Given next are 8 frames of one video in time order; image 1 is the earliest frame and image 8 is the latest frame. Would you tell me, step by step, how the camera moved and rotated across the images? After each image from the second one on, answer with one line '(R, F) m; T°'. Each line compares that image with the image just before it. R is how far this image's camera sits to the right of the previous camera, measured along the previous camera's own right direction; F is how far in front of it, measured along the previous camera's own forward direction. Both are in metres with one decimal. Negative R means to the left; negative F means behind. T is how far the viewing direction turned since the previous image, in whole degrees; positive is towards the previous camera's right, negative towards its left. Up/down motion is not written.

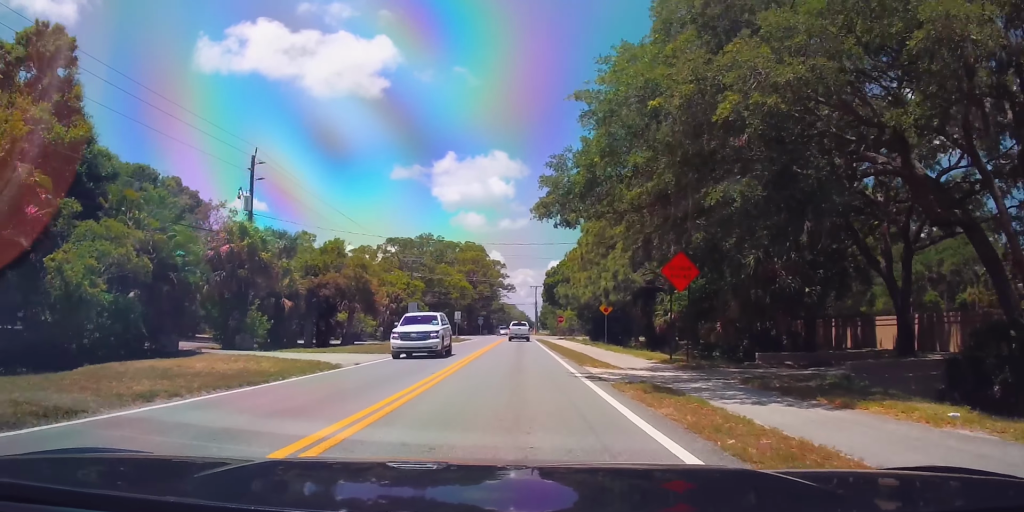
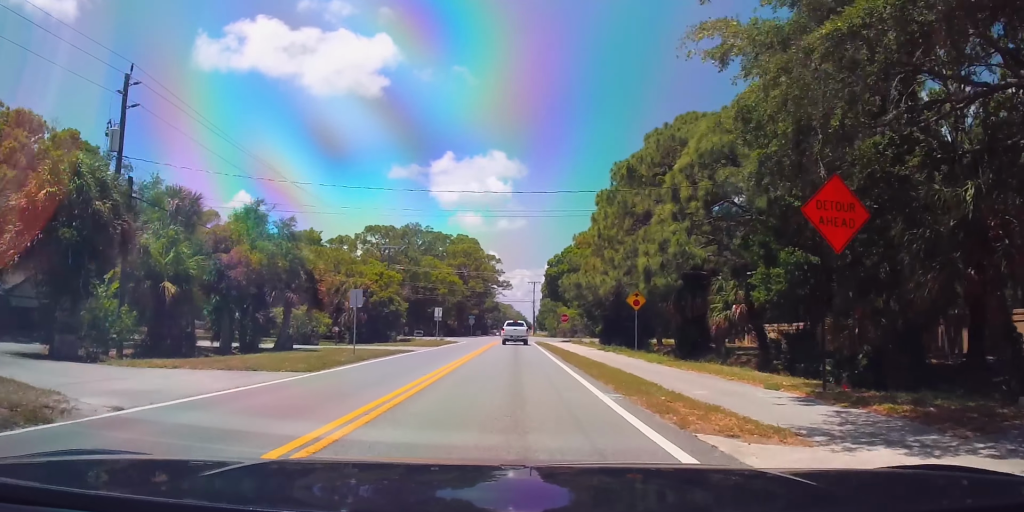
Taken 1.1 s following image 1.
(-0.4, +14.1) m; -1°
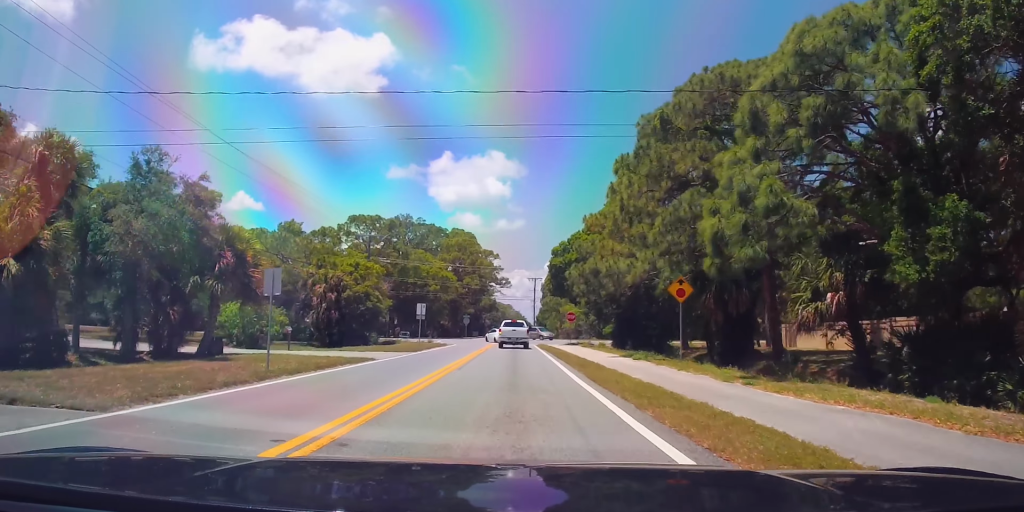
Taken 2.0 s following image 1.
(+0.2, +10.0) m; 0°
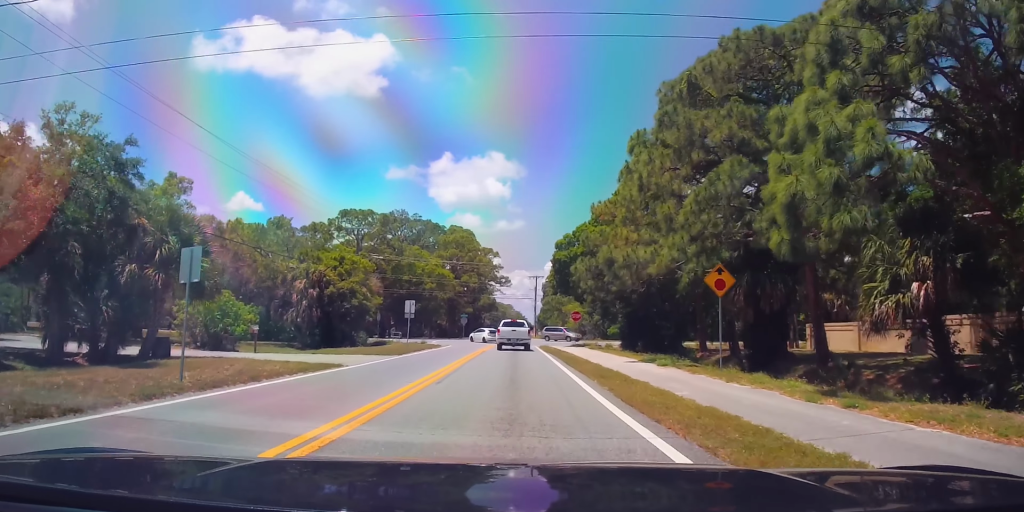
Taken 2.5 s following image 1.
(+0.2, +5.1) m; 0°
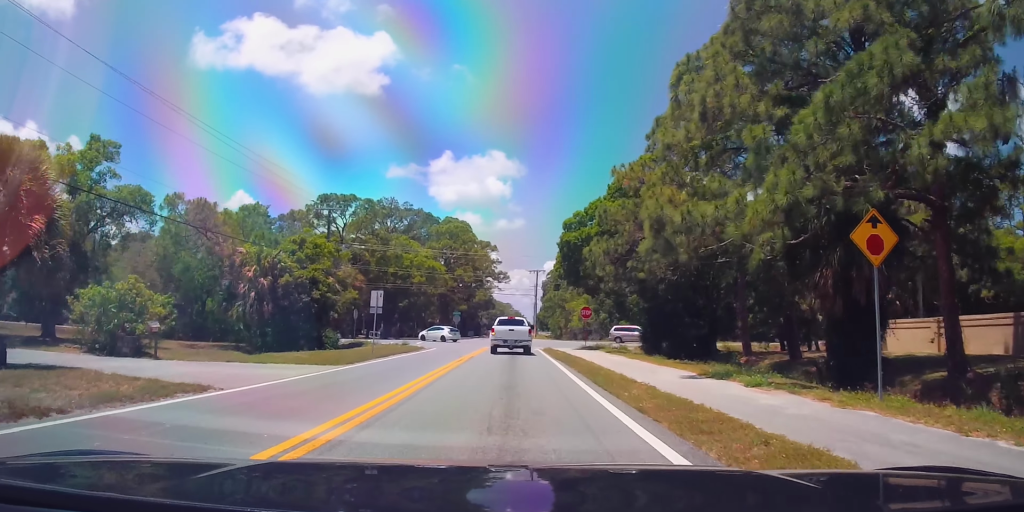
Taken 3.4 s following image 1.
(-0.5, +9.6) m; 0°
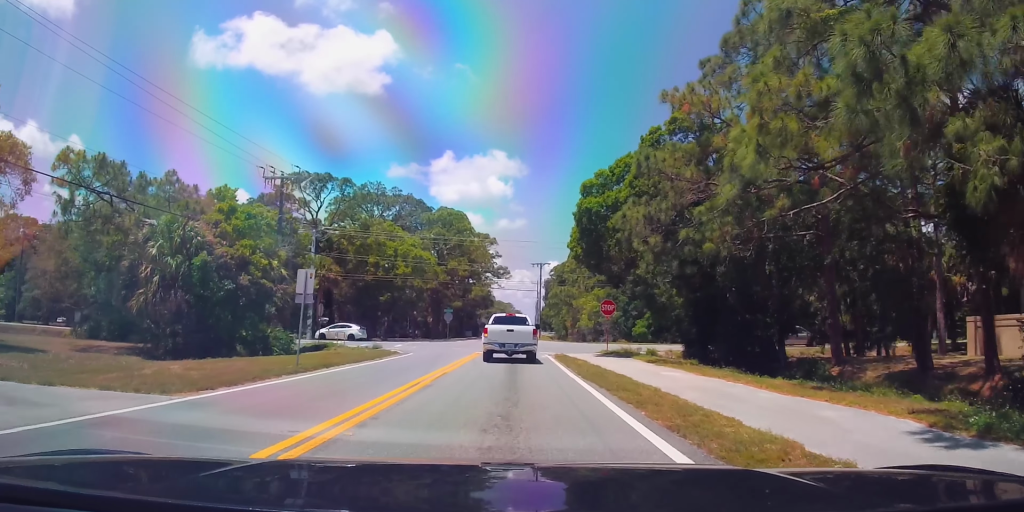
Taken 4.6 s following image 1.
(+0.6, +11.0) m; +3°
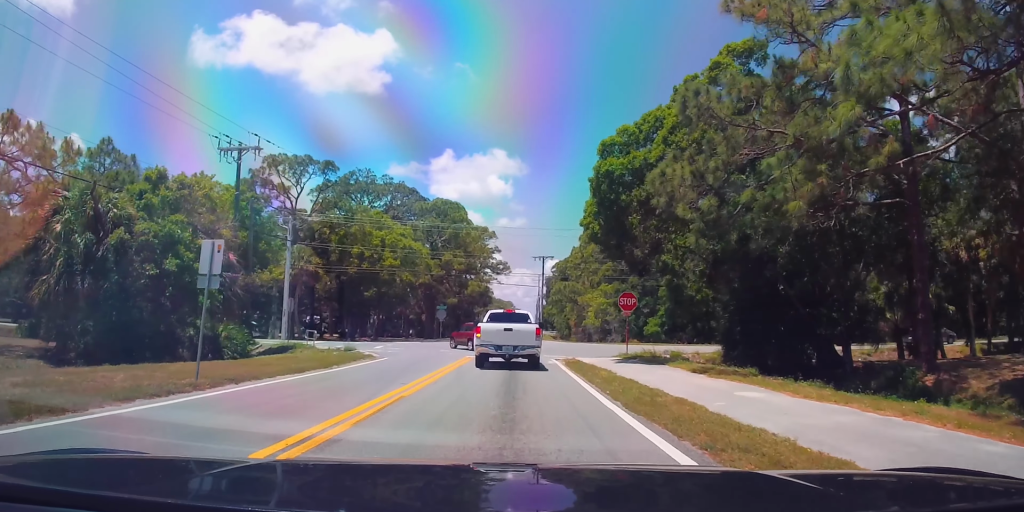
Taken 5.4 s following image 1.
(0.0, +6.9) m; 0°
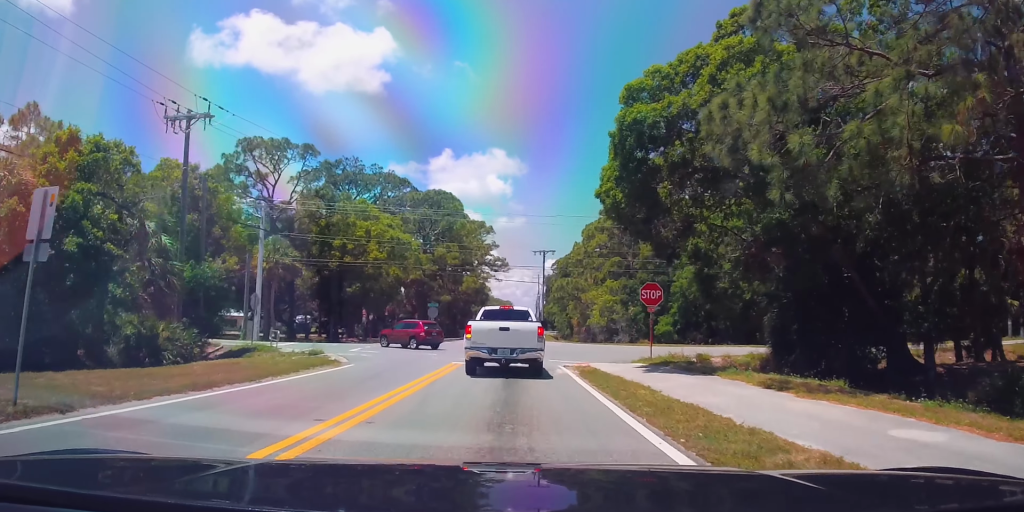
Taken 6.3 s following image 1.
(0.0, +5.9) m; -4°
